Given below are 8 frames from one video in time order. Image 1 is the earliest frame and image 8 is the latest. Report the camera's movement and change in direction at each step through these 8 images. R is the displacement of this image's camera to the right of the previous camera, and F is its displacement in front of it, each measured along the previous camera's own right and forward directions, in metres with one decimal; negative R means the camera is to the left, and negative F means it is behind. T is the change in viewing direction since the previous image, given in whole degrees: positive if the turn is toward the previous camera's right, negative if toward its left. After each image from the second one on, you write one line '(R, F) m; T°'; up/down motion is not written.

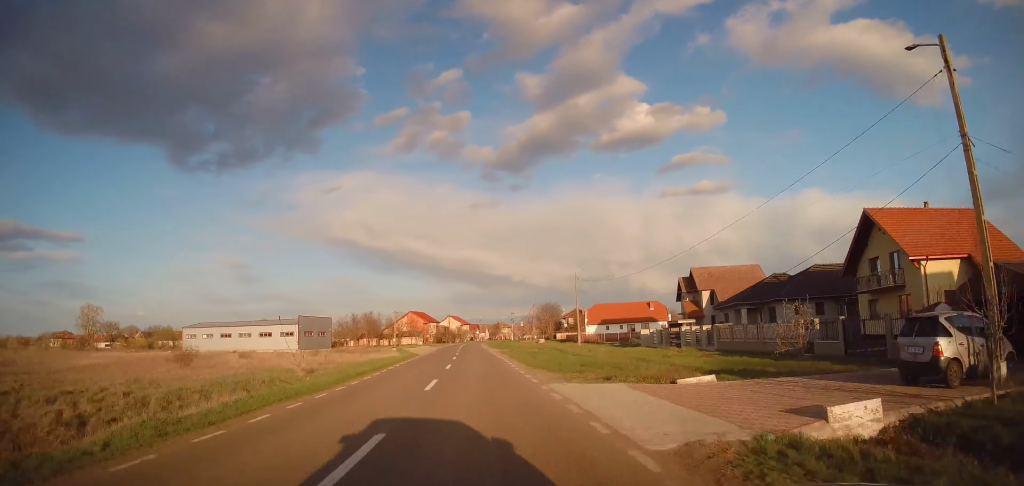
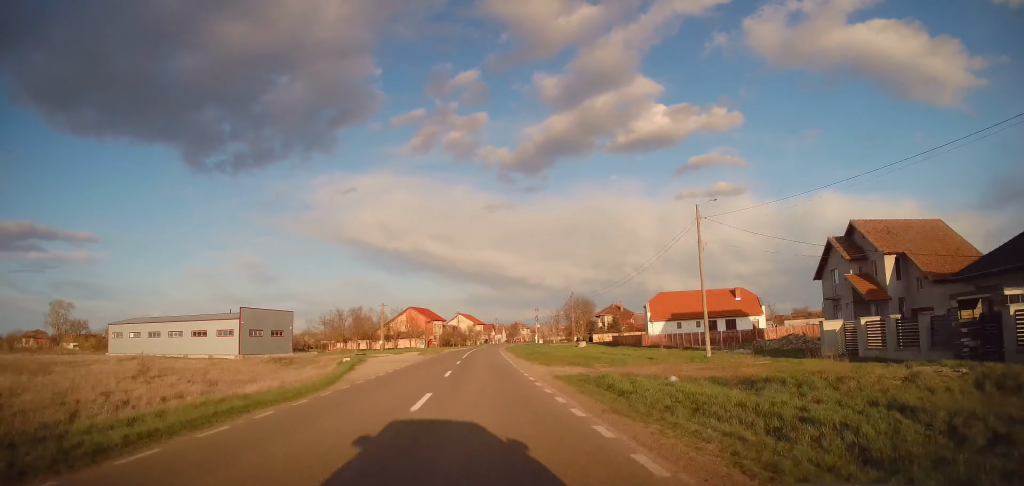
(-0.7, +30.4) m; -4°
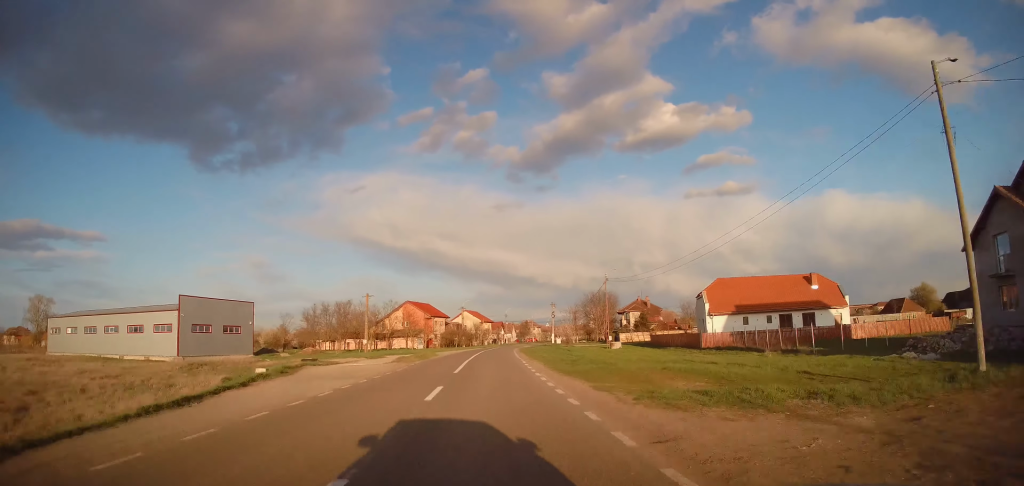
(-0.4, +16.9) m; 0°
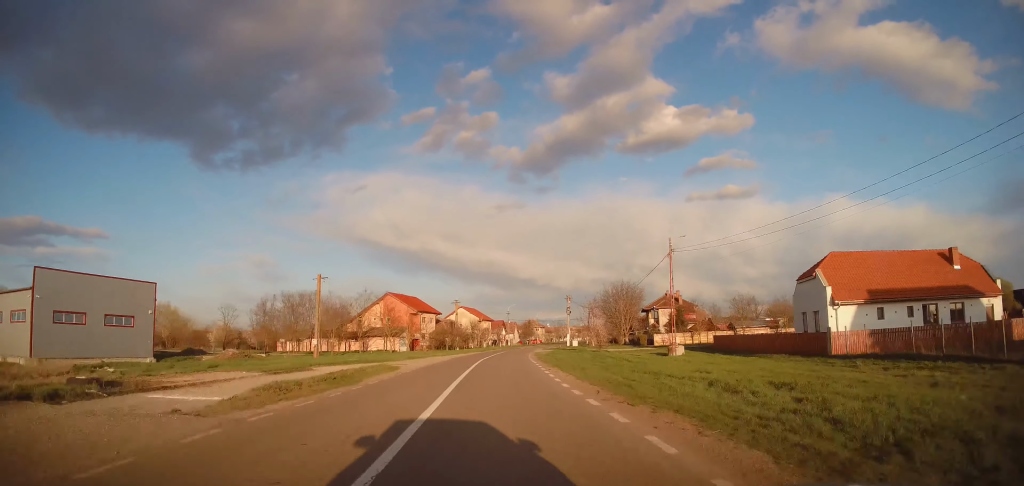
(+0.2, +21.0) m; +1°
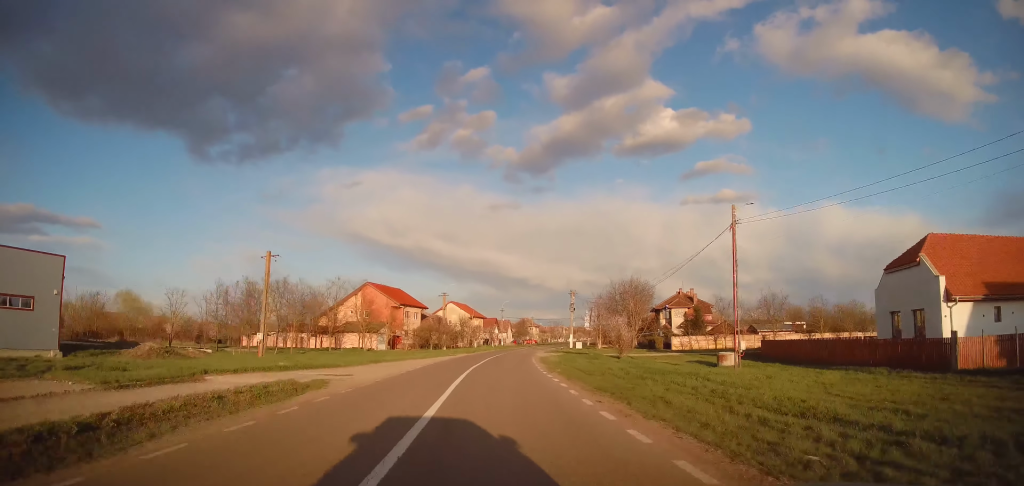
(+0.1, +11.1) m; 0°
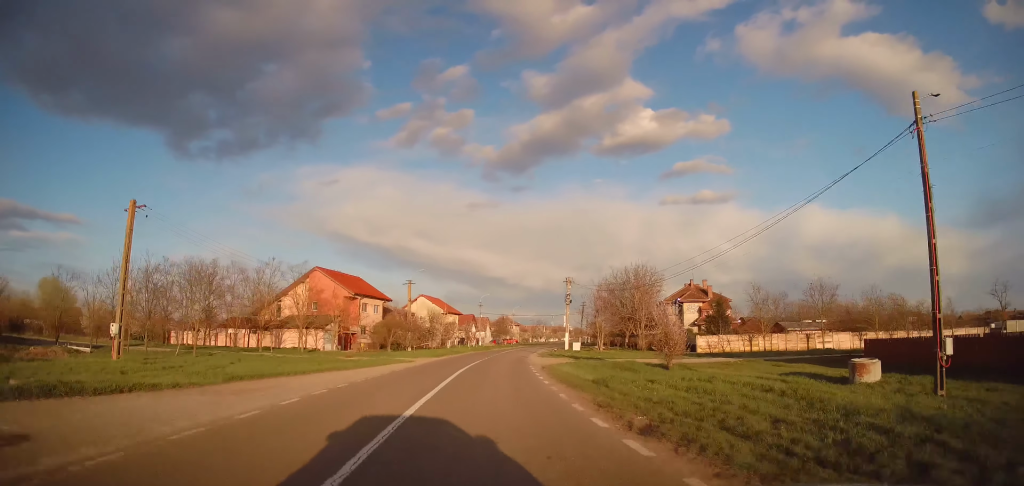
(-0.1, +15.2) m; +1°
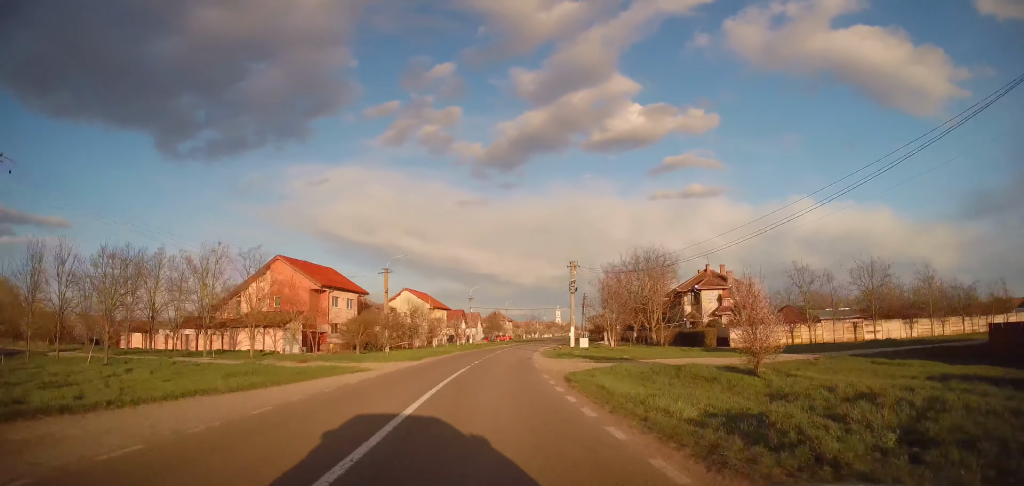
(+0.2, +9.3) m; +1°
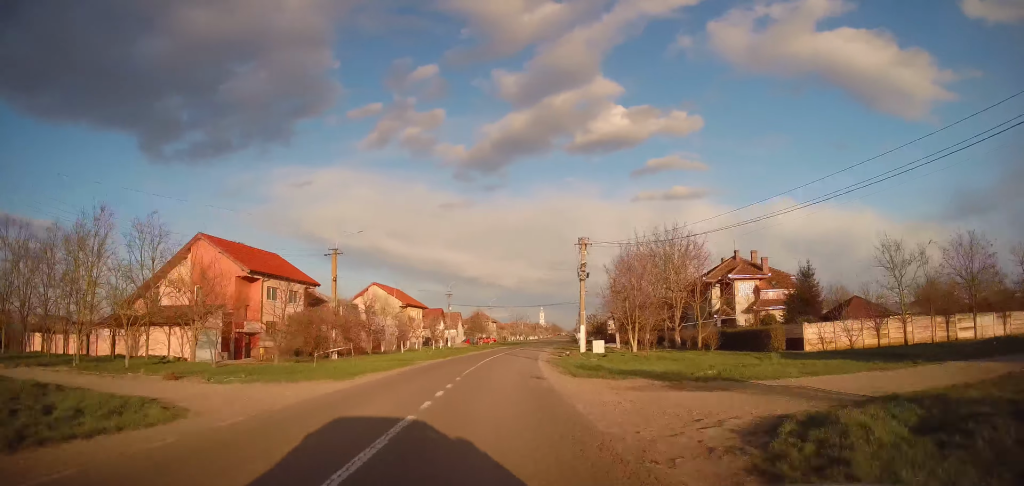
(+0.1, +13.3) m; +2°
